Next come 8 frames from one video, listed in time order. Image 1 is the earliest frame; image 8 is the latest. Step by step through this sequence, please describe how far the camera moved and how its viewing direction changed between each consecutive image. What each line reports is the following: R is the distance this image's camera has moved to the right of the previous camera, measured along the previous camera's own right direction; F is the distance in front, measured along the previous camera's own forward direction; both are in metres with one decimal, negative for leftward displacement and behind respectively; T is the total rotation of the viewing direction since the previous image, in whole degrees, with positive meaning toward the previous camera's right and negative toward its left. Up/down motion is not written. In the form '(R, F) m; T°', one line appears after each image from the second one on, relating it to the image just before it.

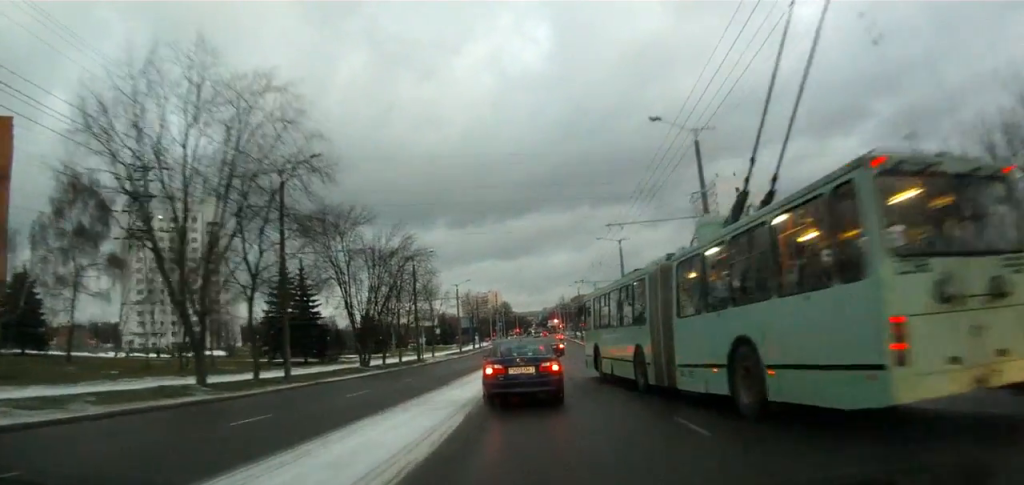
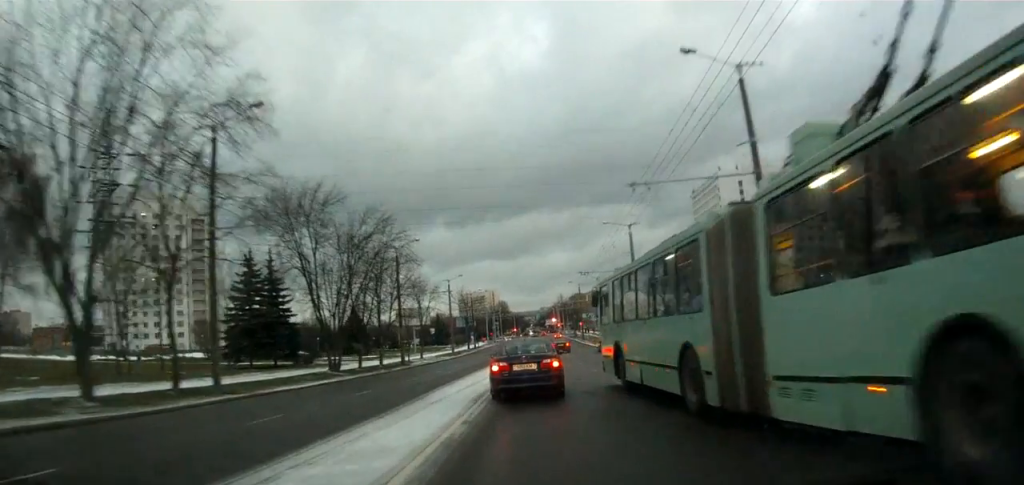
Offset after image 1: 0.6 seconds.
(-0.1, +7.4) m; -1°
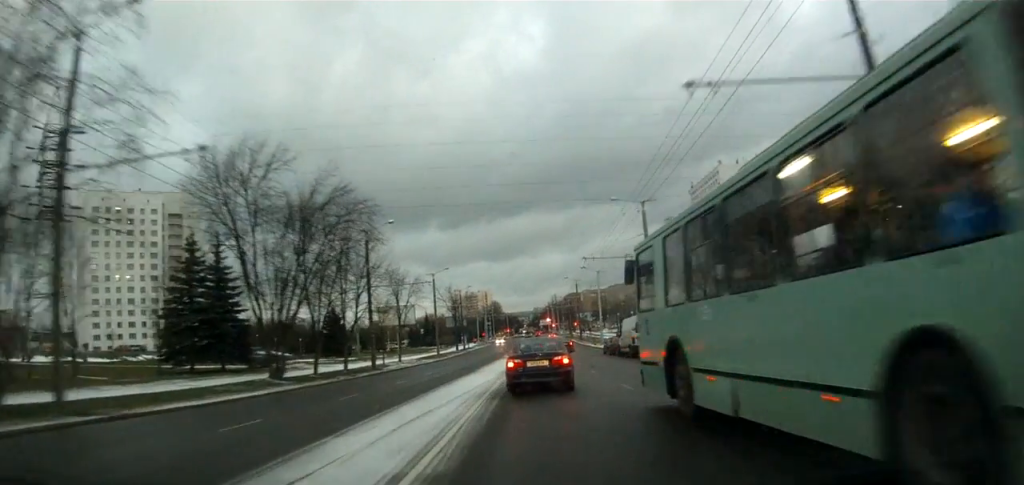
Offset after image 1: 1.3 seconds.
(-0.1, +8.7) m; 0°
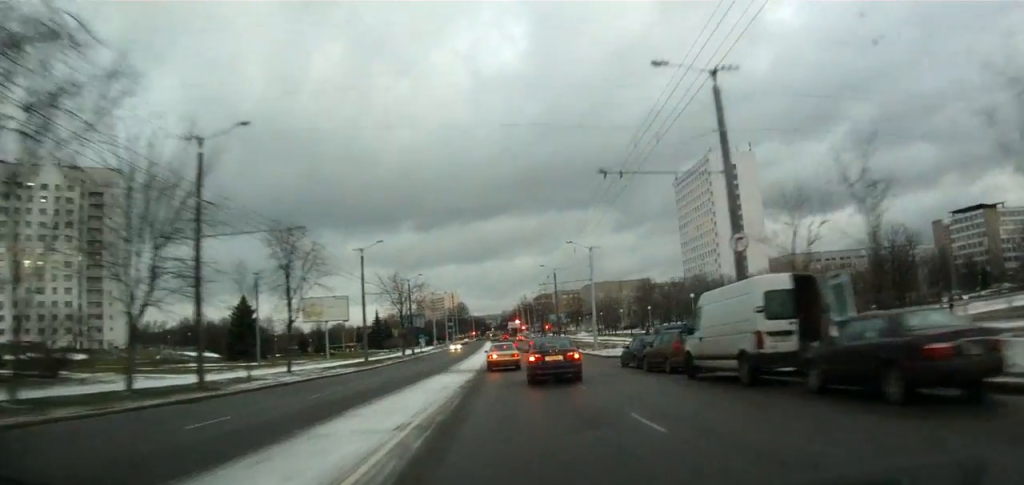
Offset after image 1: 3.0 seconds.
(+0.5, +23.2) m; +3°
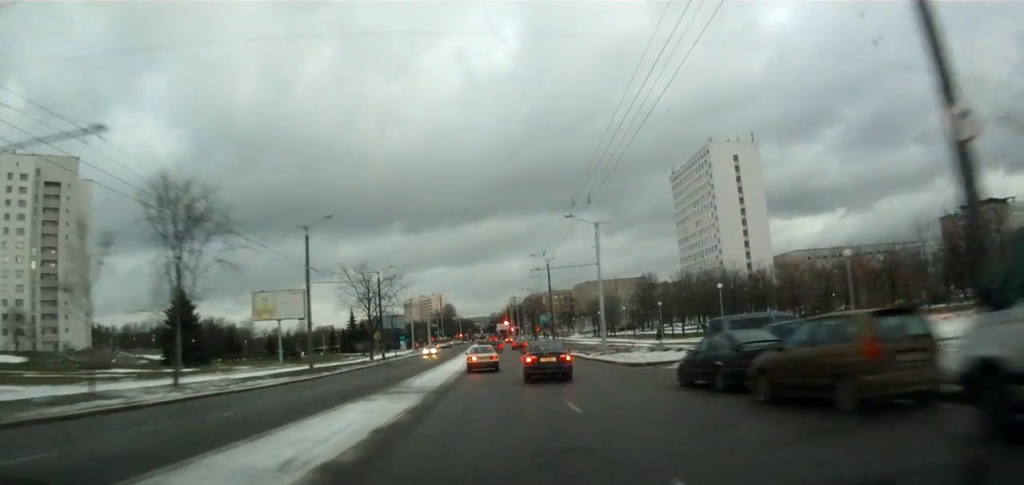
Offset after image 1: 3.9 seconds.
(+0.2, +12.3) m; +2°
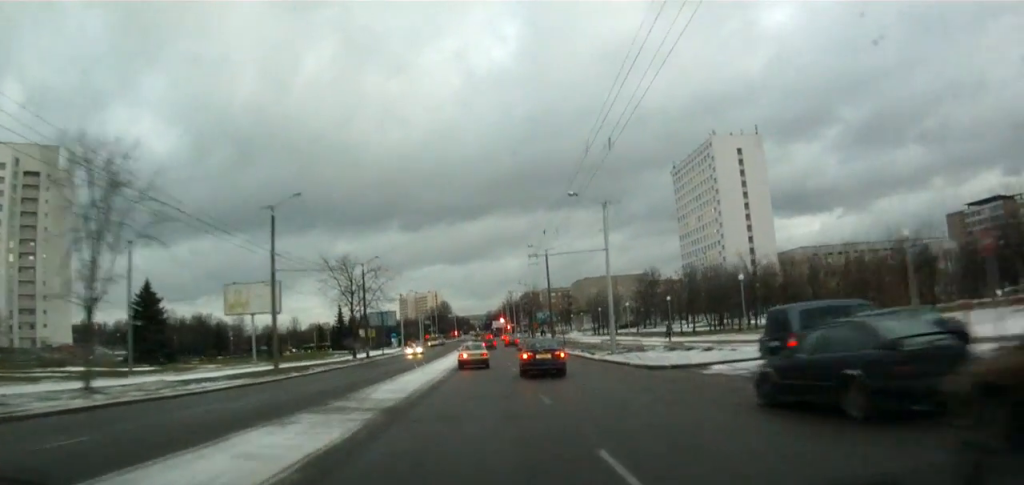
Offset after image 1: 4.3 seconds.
(+0.1, +6.3) m; 0°
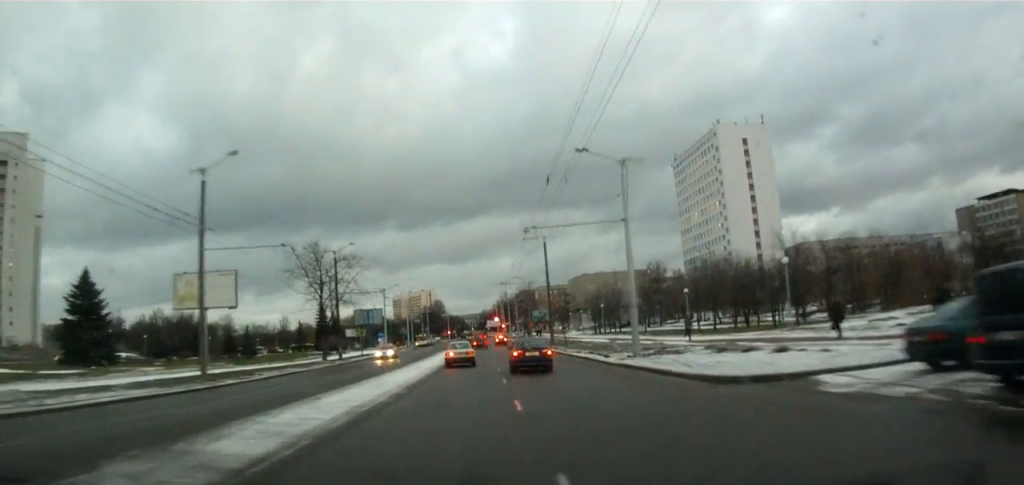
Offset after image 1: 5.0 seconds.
(+0.1, +9.2) m; 0°
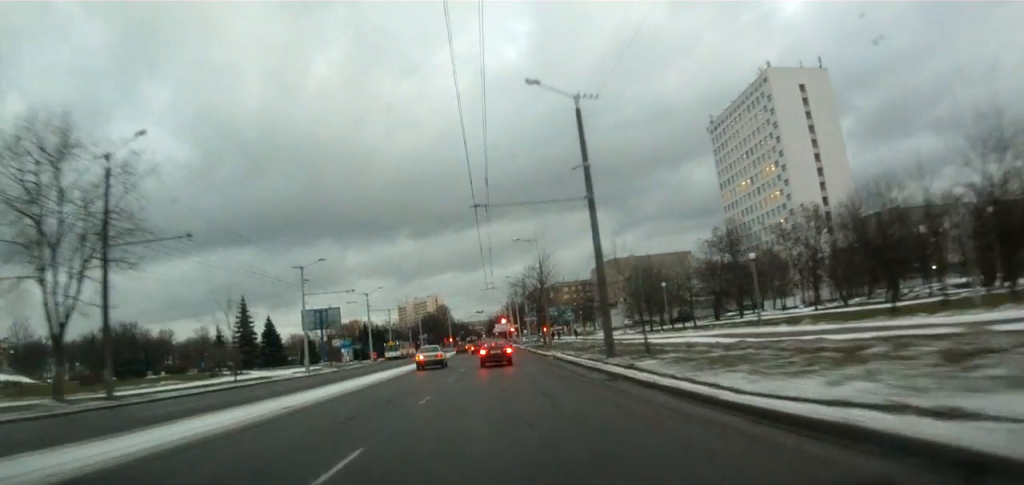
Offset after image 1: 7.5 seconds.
(+0.5, +37.7) m; 0°
